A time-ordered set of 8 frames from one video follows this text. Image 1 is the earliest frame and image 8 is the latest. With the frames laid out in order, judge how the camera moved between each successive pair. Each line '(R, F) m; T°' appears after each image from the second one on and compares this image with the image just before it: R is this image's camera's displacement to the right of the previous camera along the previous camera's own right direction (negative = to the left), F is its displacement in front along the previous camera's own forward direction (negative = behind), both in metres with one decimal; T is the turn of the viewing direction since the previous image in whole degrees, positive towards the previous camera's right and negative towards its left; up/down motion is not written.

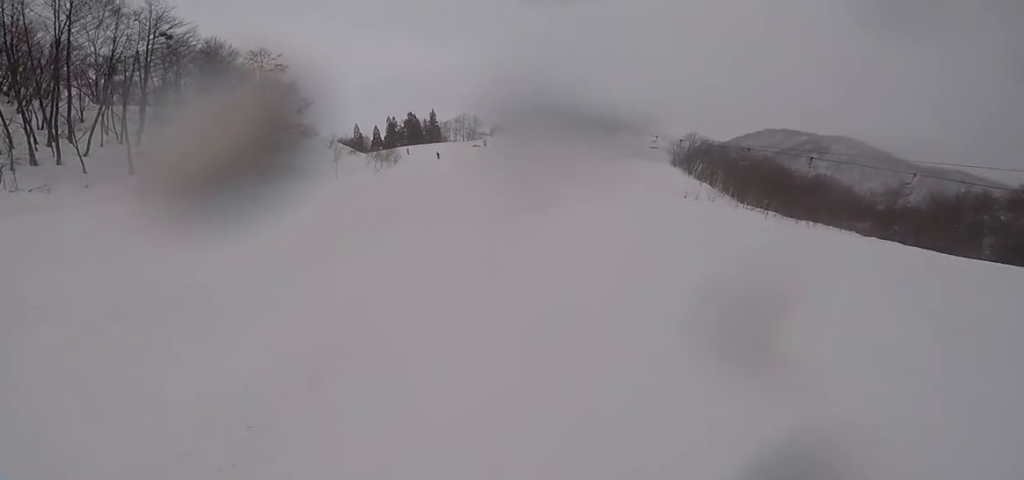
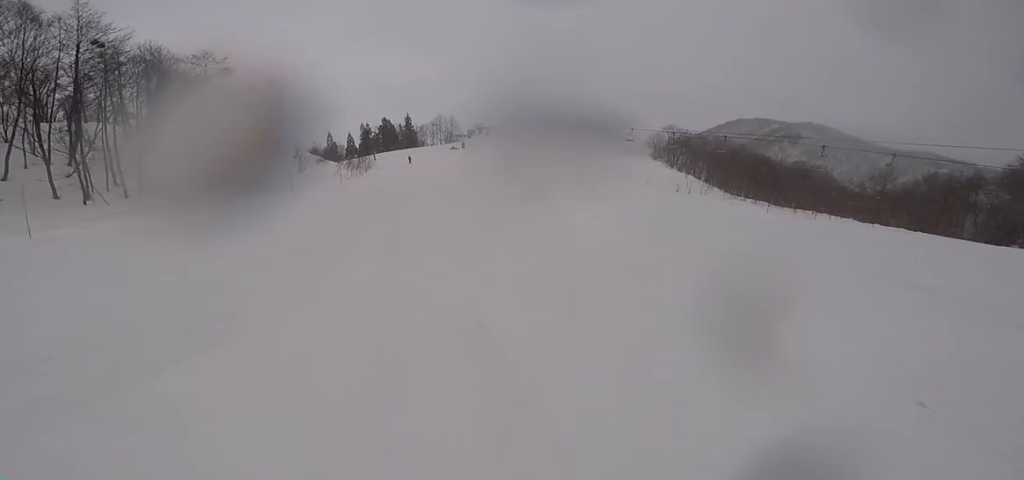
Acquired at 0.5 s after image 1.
(-0.8, +4.2) m; 0°
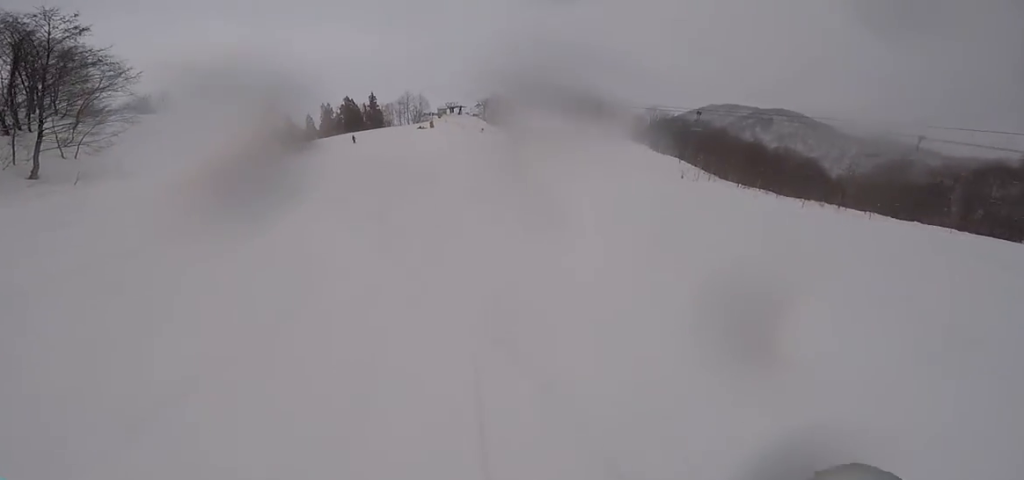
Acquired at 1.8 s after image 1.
(+1.2, +10.2) m; -1°
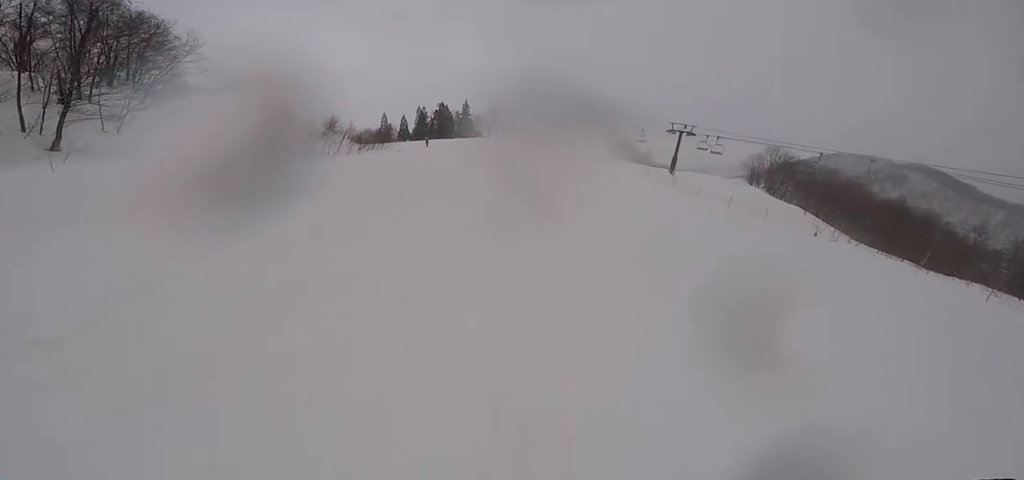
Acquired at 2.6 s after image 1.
(-1.2, +6.9) m; -4°
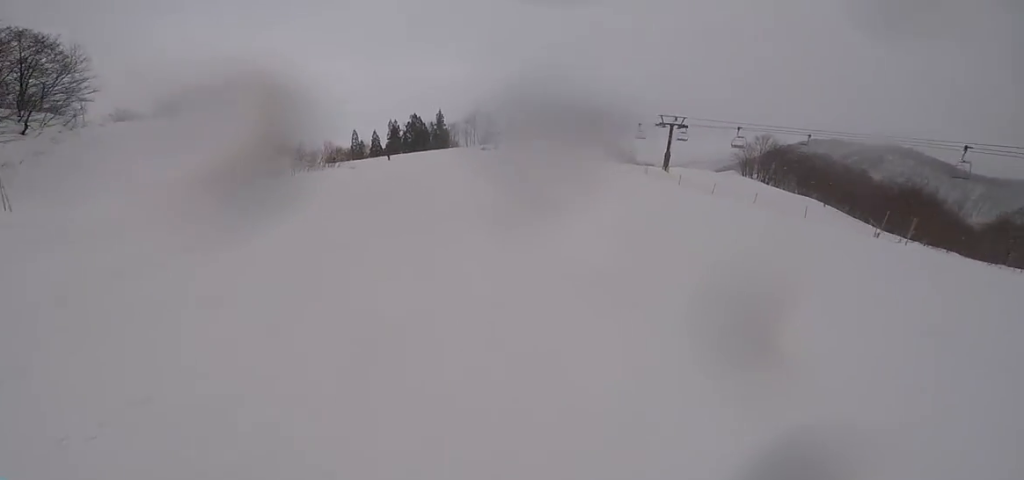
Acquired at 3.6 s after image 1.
(+0.8, +8.1) m; +6°
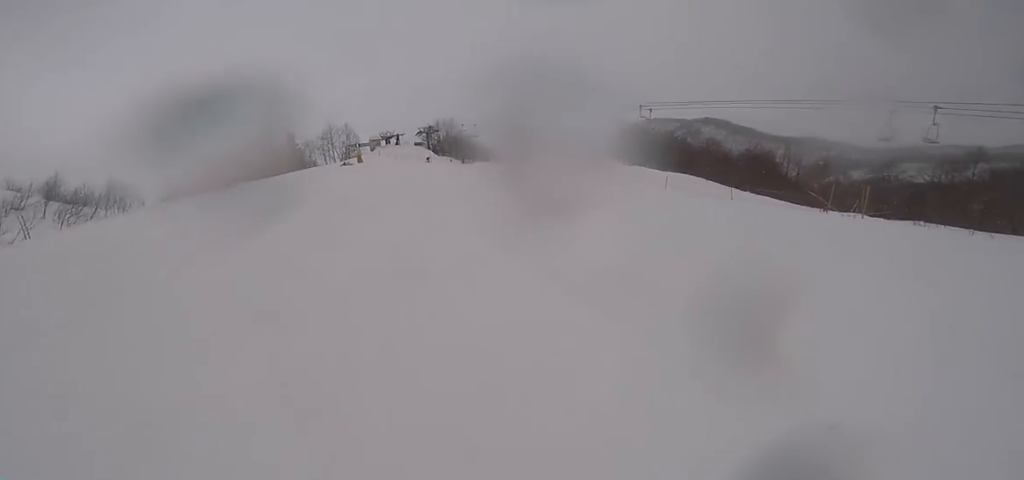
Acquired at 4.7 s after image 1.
(-0.2, +8.2) m; -11°
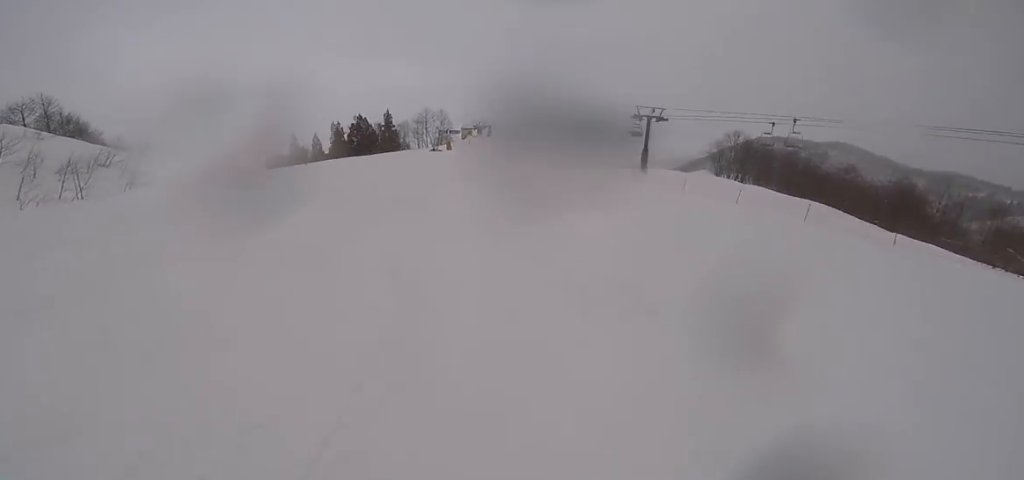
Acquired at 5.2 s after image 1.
(-0.5, +2.9) m; -7°
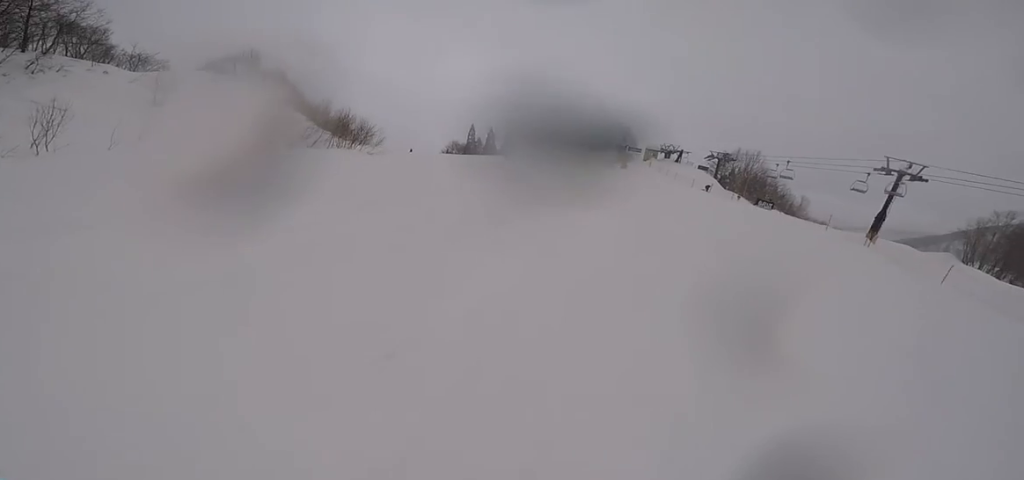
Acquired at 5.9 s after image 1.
(-0.4, +4.4) m; -9°
